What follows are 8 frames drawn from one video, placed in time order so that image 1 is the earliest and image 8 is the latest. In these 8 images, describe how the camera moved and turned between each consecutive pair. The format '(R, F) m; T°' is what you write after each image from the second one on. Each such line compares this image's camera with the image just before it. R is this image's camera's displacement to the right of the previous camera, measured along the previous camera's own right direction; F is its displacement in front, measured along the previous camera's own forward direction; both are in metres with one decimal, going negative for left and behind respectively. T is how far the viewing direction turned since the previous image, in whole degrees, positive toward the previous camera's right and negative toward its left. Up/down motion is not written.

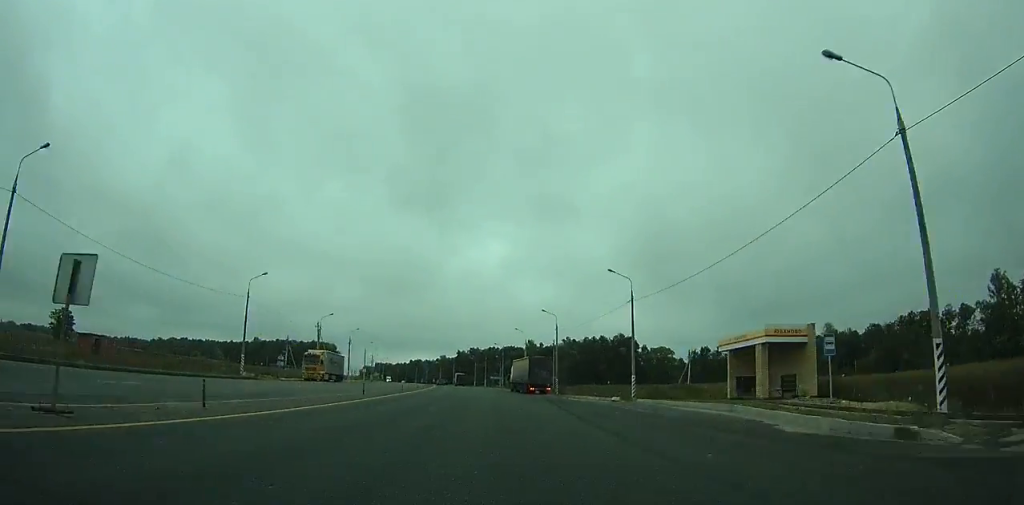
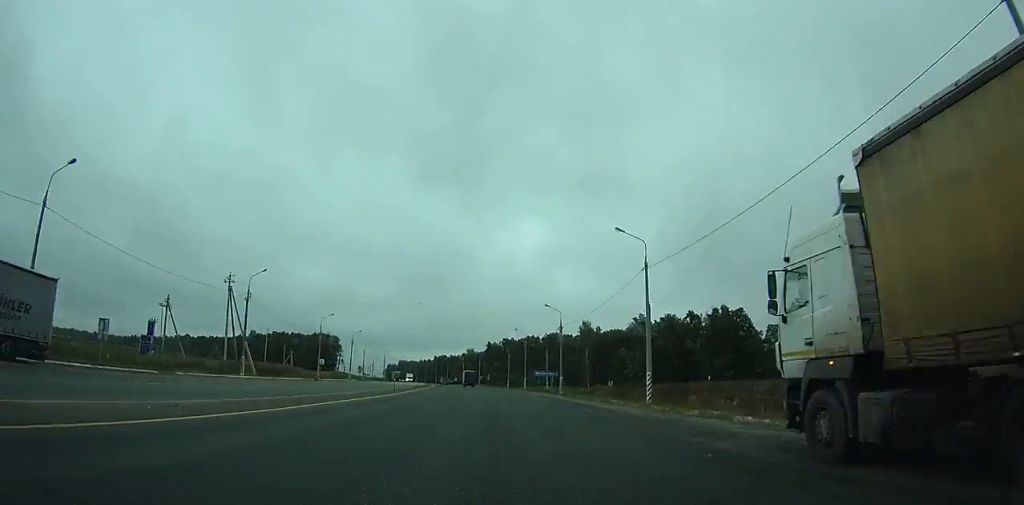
(-2.1, +68.3) m; -3°
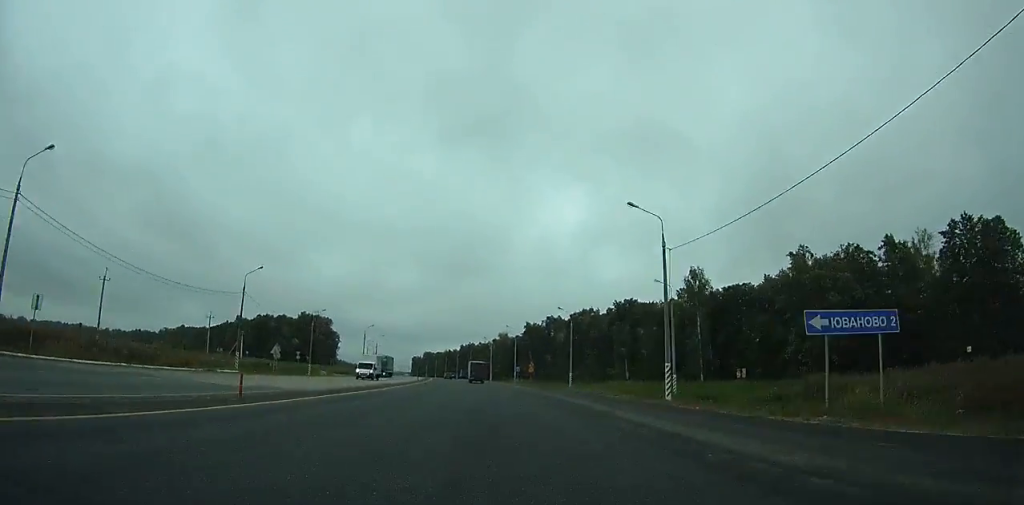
(-2.3, +73.4) m; -4°
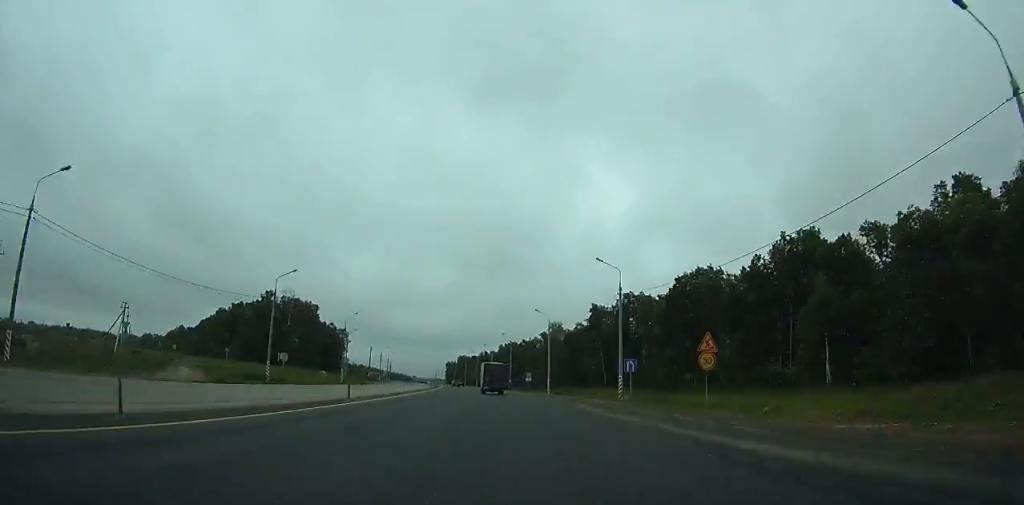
(-2.4, +69.1) m; -4°
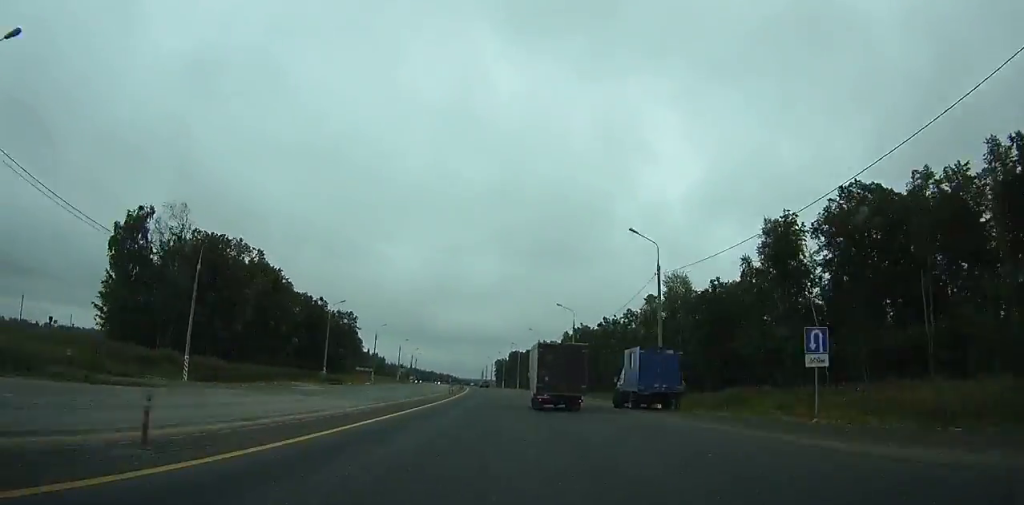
(-3.4, +78.2) m; -4°
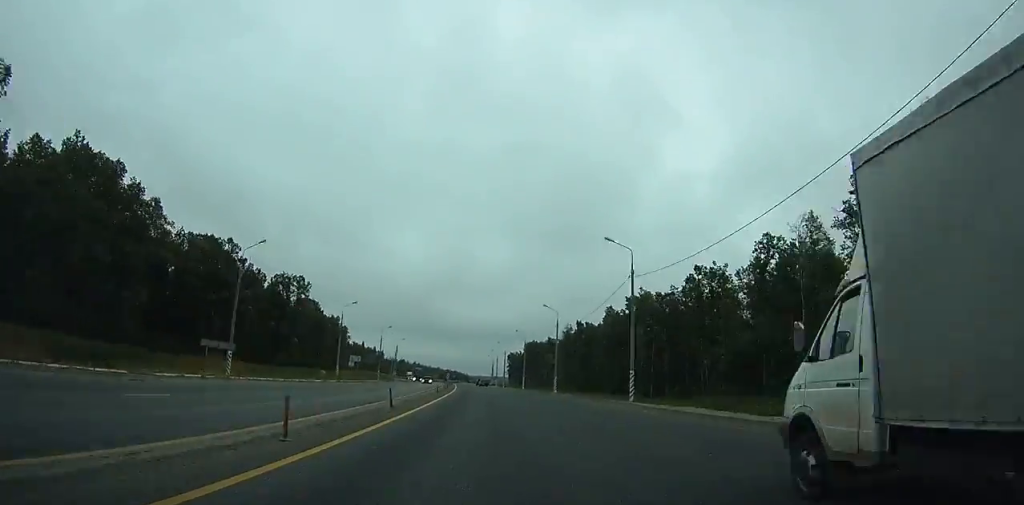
(-1.4, +64.6) m; -2°
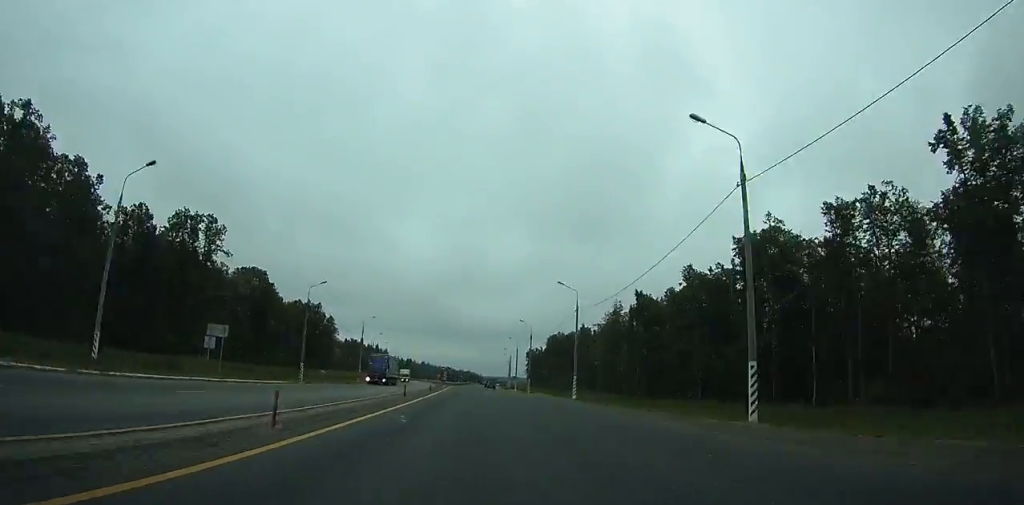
(-0.2, +52.5) m; -1°
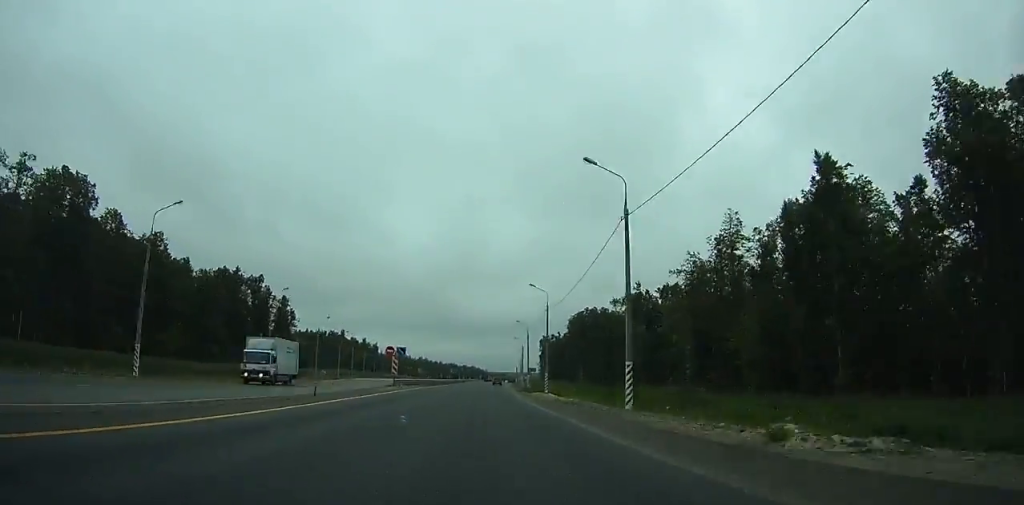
(-0.7, +64.0) m; -1°
